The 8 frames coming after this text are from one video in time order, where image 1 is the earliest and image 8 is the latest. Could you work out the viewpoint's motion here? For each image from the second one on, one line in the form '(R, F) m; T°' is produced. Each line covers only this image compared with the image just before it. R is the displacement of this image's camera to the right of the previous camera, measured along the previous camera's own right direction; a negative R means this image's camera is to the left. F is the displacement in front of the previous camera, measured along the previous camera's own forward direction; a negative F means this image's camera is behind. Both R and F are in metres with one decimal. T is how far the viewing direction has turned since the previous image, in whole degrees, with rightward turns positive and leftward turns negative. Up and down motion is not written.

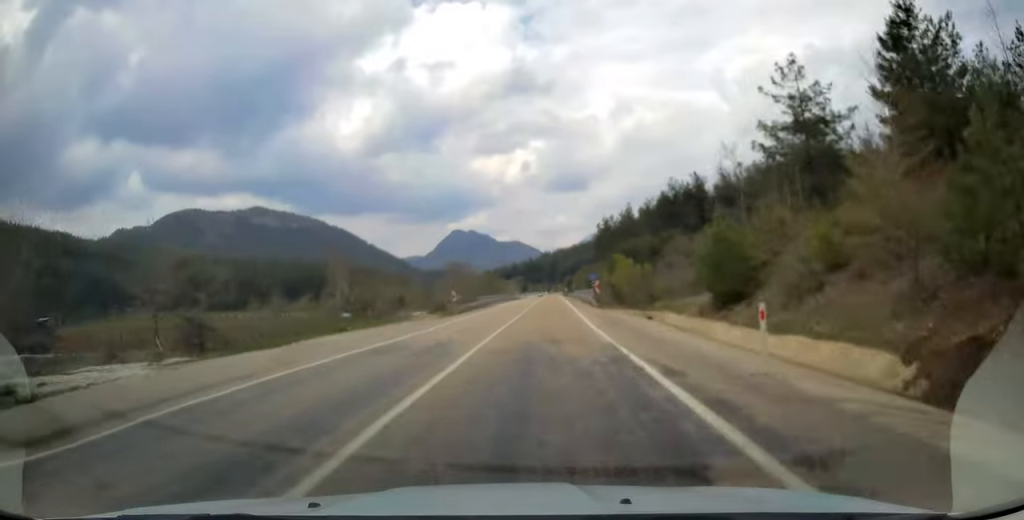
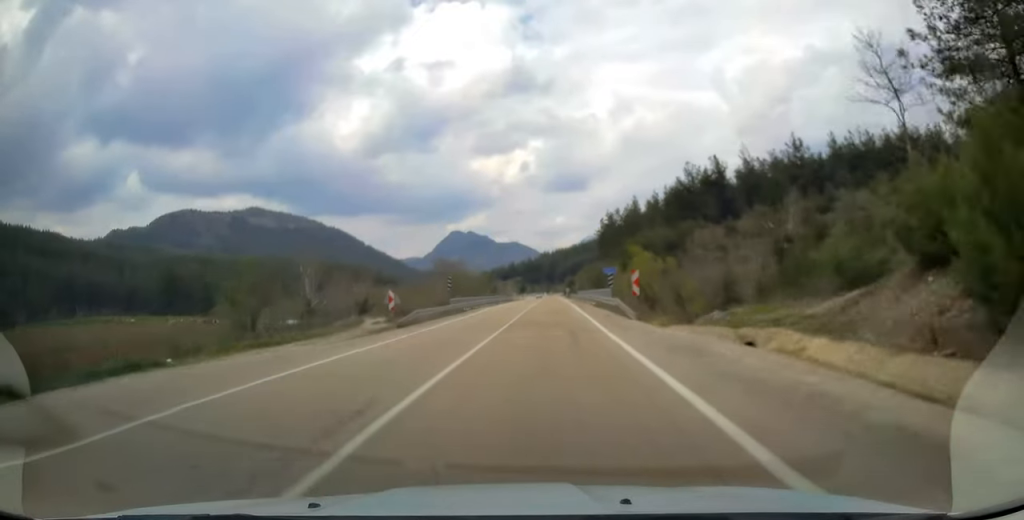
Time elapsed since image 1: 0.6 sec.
(+0.2, +18.8) m; 0°
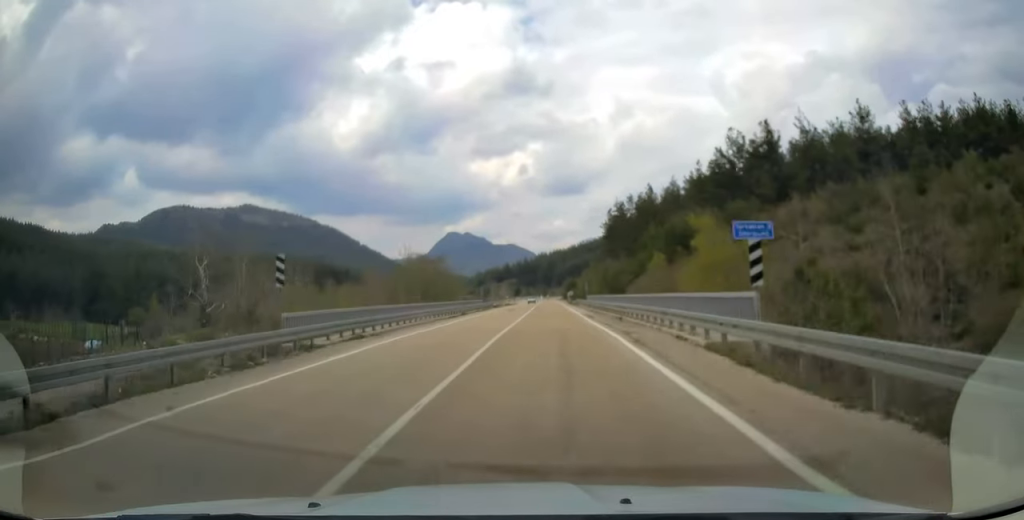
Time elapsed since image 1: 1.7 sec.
(-0.1, +32.7) m; 0°
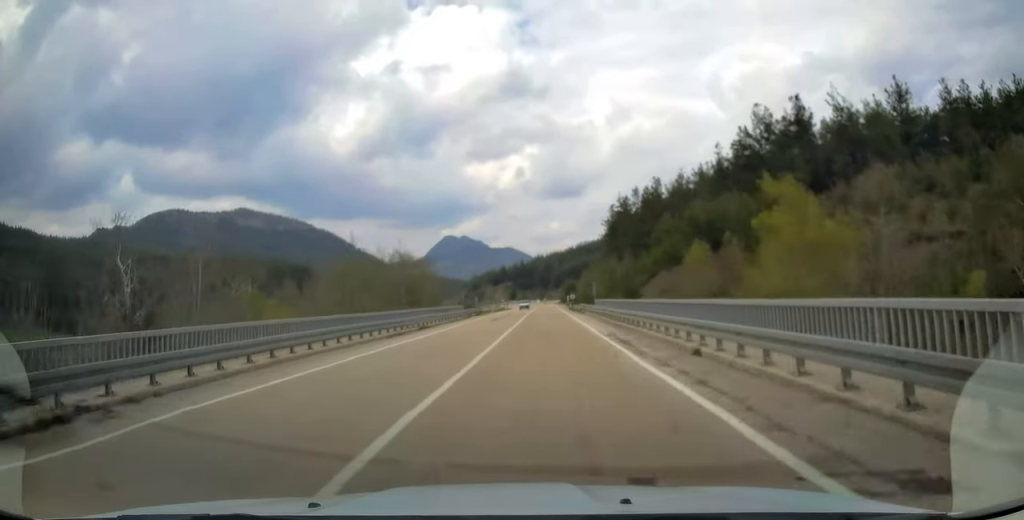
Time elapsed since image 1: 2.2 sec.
(0.0, +14.9) m; 0°
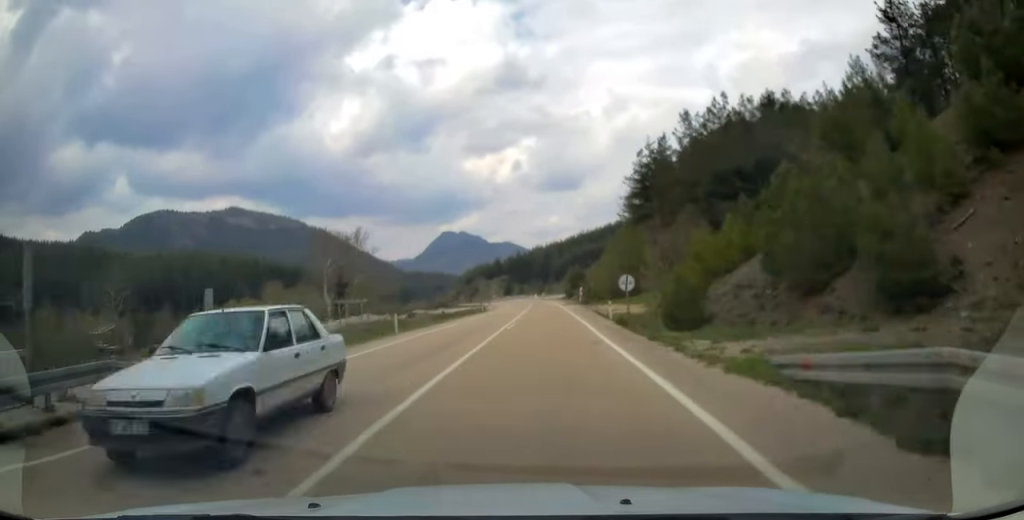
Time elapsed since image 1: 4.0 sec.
(+0.1, +52.8) m; 0°
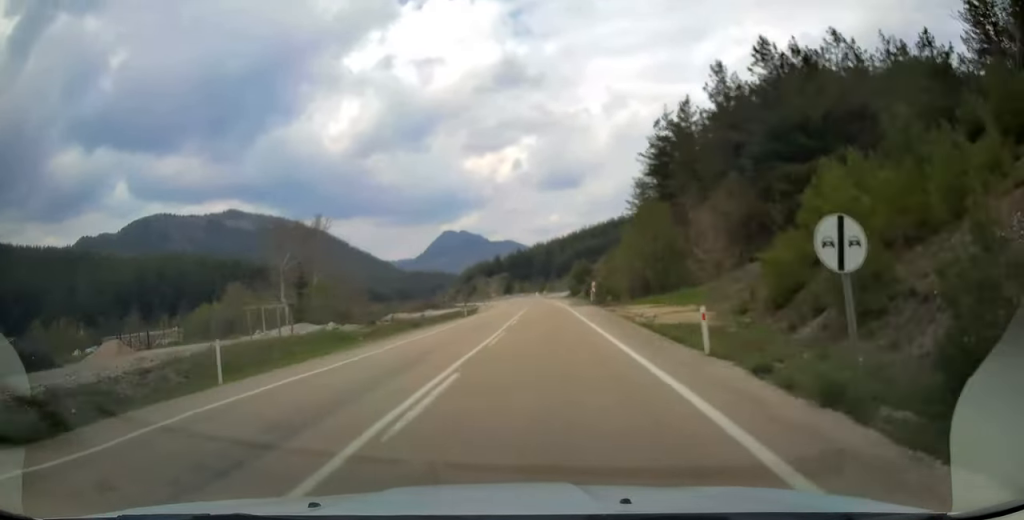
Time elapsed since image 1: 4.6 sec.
(0.0, +17.2) m; 0°
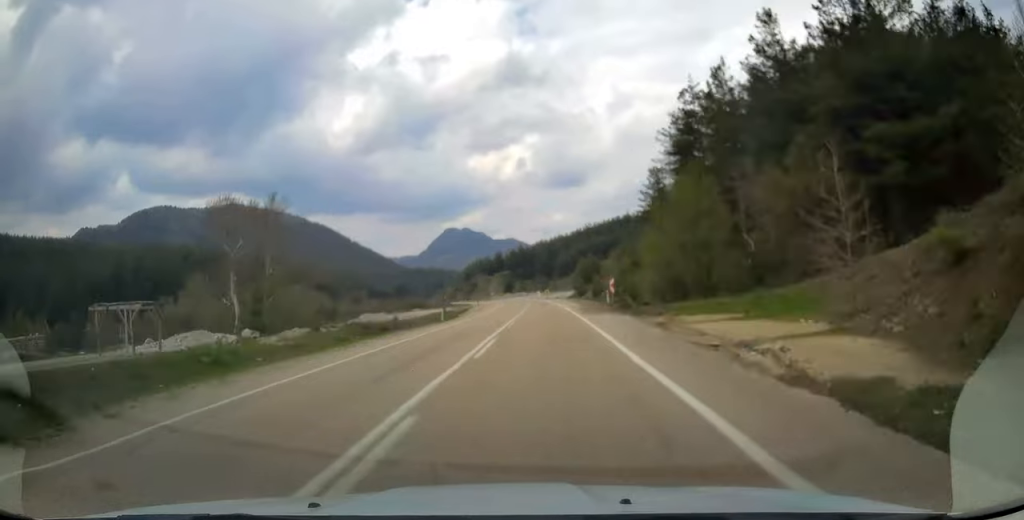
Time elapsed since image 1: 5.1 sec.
(-0.1, +14.3) m; 0°
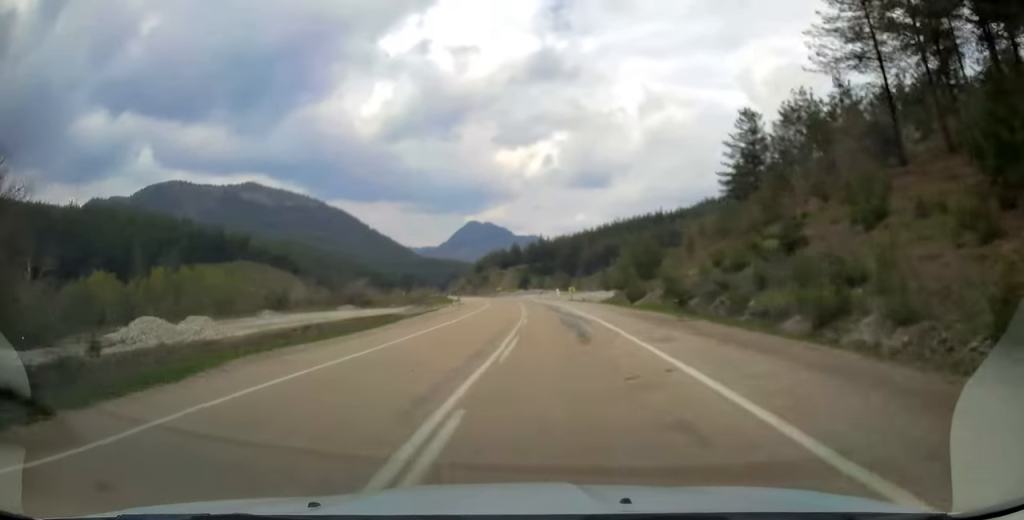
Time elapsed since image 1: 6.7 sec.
(-0.3, +44.7) m; -2°
